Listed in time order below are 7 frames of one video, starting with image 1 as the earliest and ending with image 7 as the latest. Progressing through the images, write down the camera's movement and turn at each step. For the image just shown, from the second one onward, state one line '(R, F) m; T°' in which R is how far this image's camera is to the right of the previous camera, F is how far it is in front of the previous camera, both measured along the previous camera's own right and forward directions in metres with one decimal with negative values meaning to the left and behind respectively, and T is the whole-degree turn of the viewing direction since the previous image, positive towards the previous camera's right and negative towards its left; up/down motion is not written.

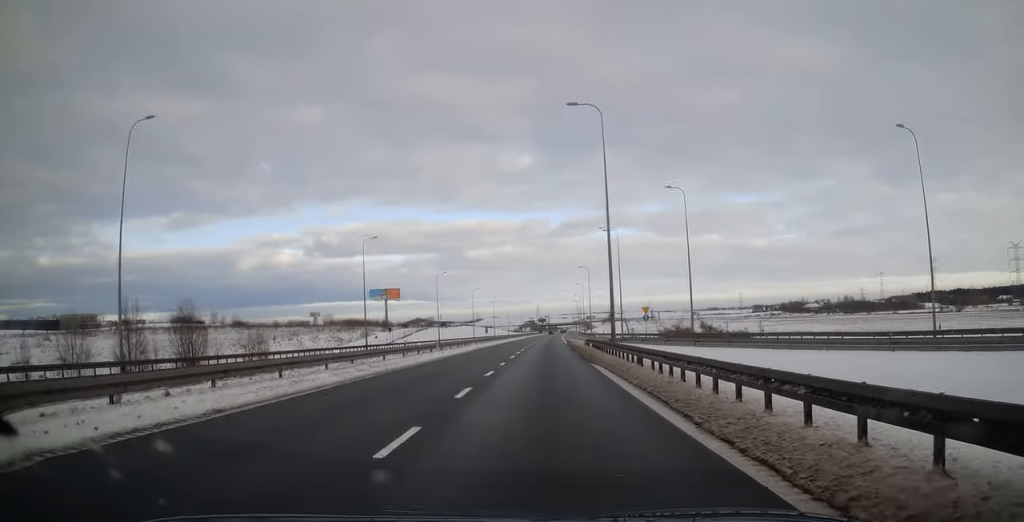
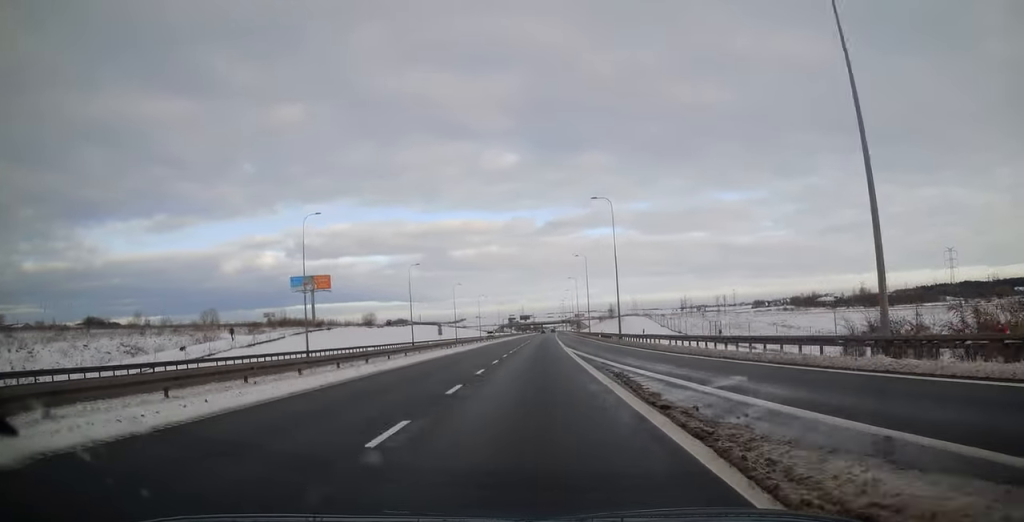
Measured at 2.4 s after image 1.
(+0.8, +64.6) m; +2°
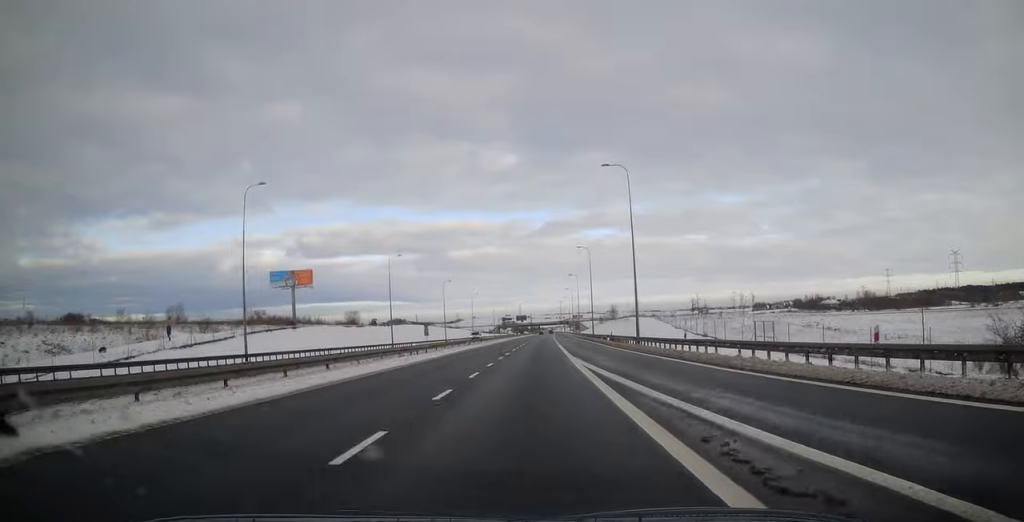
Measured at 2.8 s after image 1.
(0.0, +12.9) m; 0°
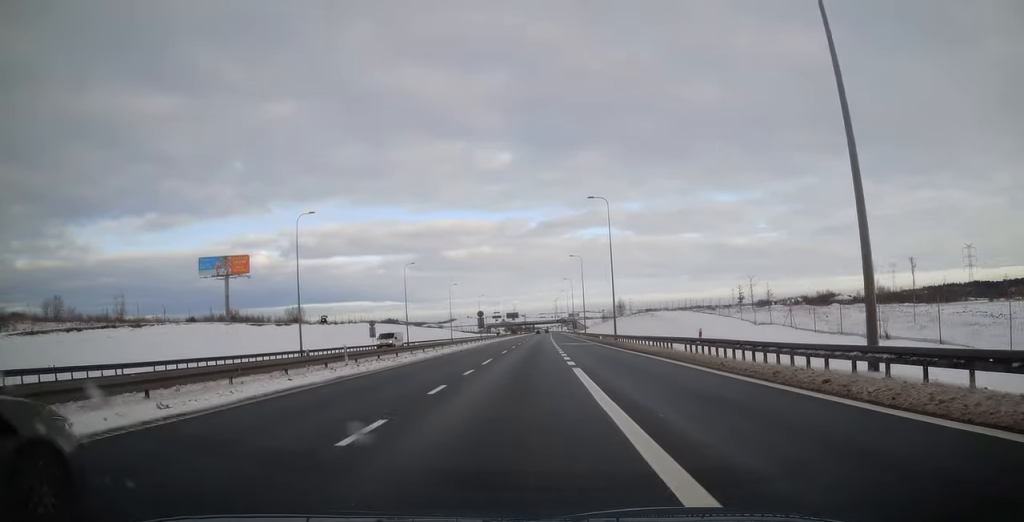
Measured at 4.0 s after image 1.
(+0.3, +34.9) m; +1°
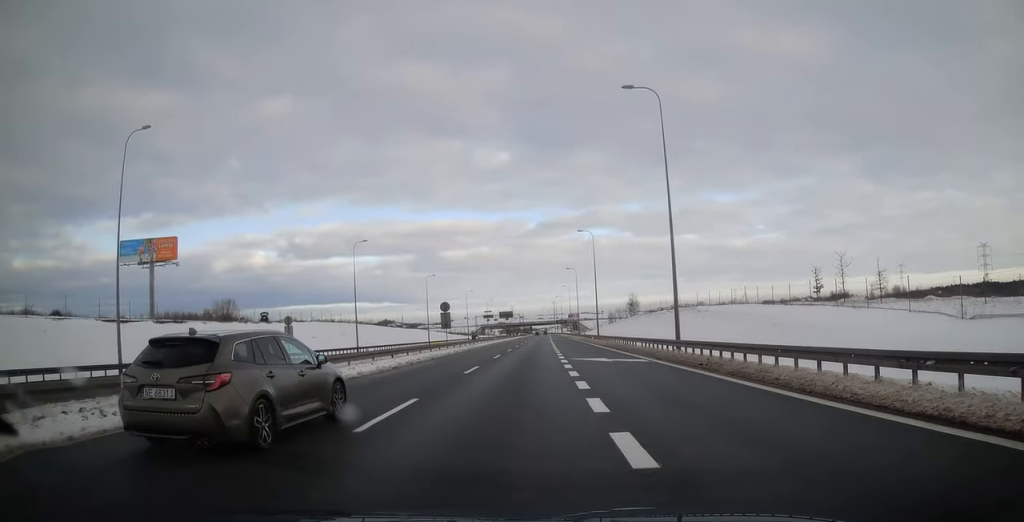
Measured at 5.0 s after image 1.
(0.0, +28.5) m; 0°
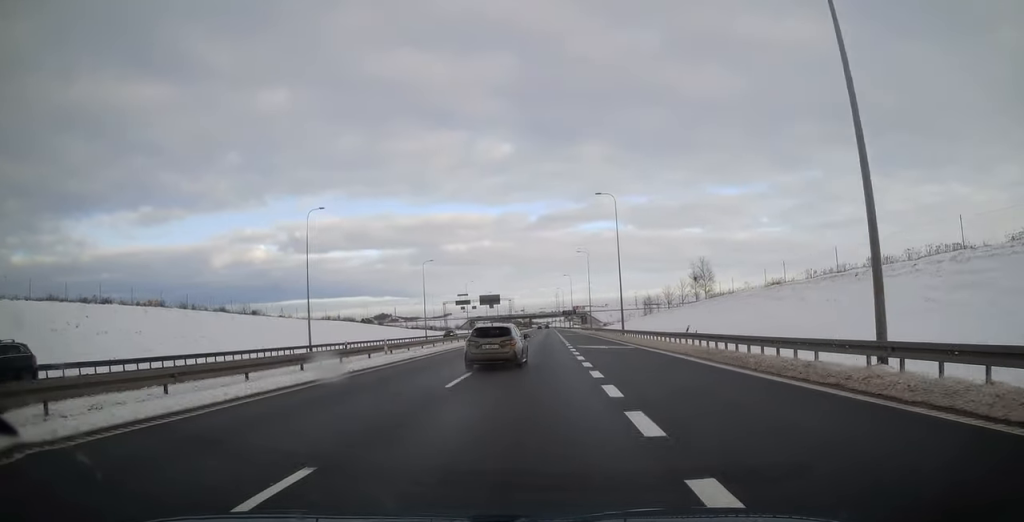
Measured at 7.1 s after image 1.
(+0.3, +66.6) m; 0°
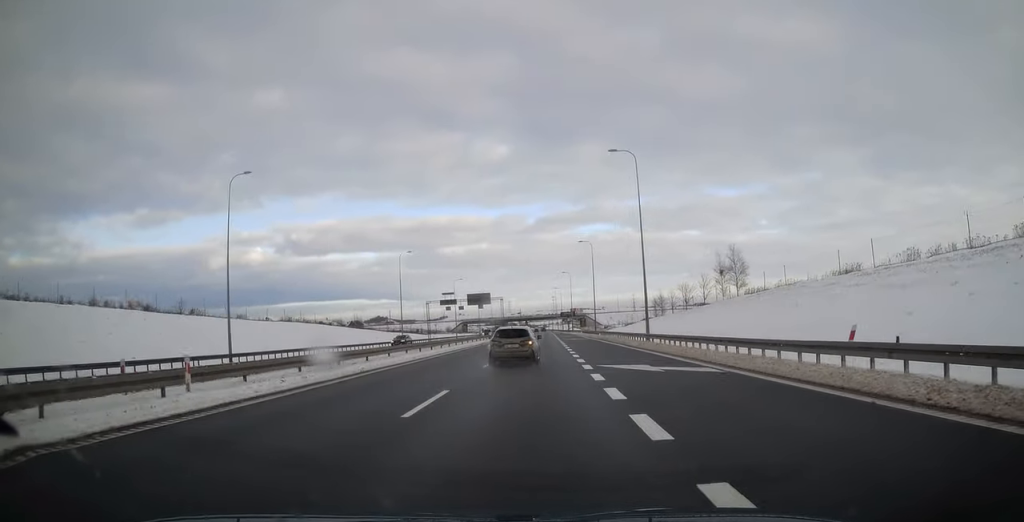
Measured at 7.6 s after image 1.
(+0.1, +16.3) m; 0°
